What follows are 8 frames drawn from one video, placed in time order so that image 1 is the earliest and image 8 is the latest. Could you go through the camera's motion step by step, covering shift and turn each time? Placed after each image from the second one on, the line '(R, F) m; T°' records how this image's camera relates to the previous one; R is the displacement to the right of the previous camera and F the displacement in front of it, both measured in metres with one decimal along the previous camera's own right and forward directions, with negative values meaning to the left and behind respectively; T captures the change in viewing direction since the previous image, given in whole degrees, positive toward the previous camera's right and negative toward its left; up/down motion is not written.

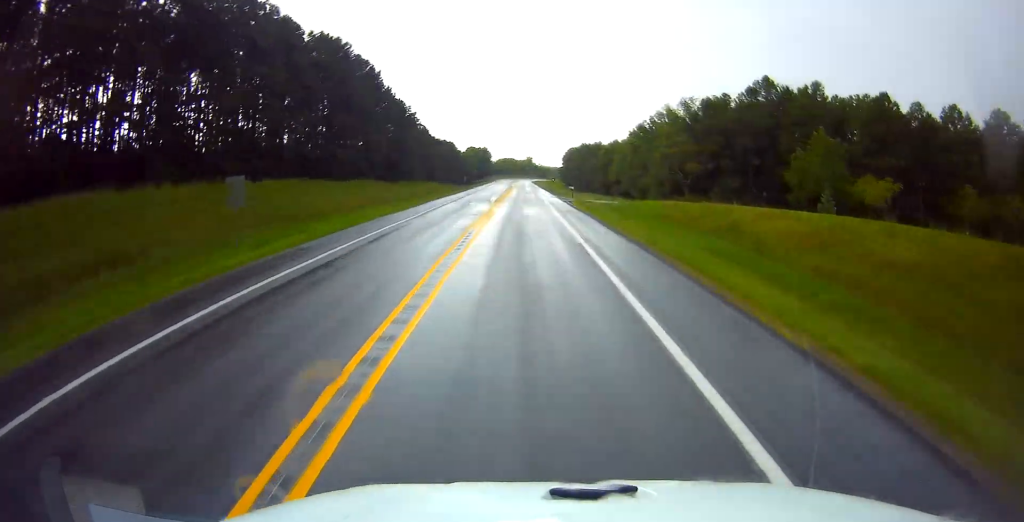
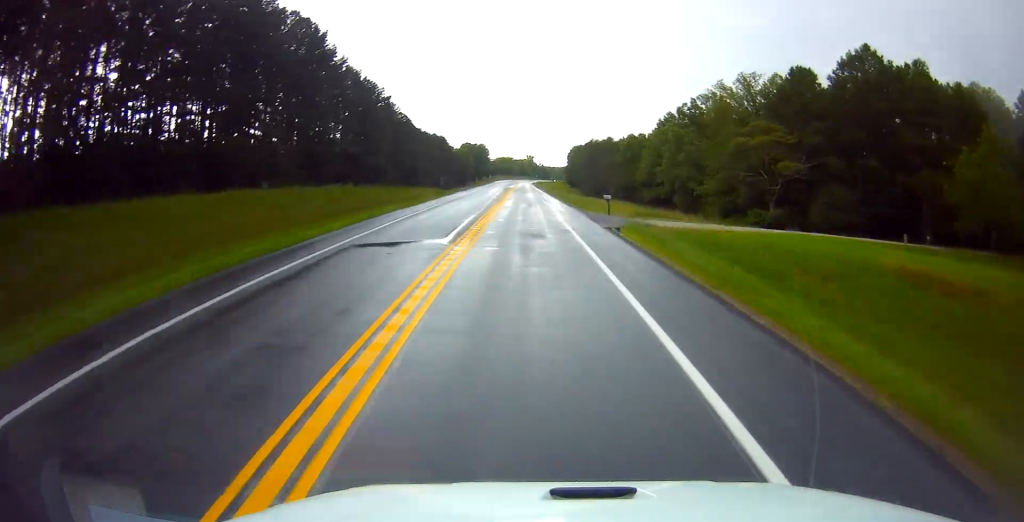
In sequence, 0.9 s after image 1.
(+0.6, +28.4) m; +1°
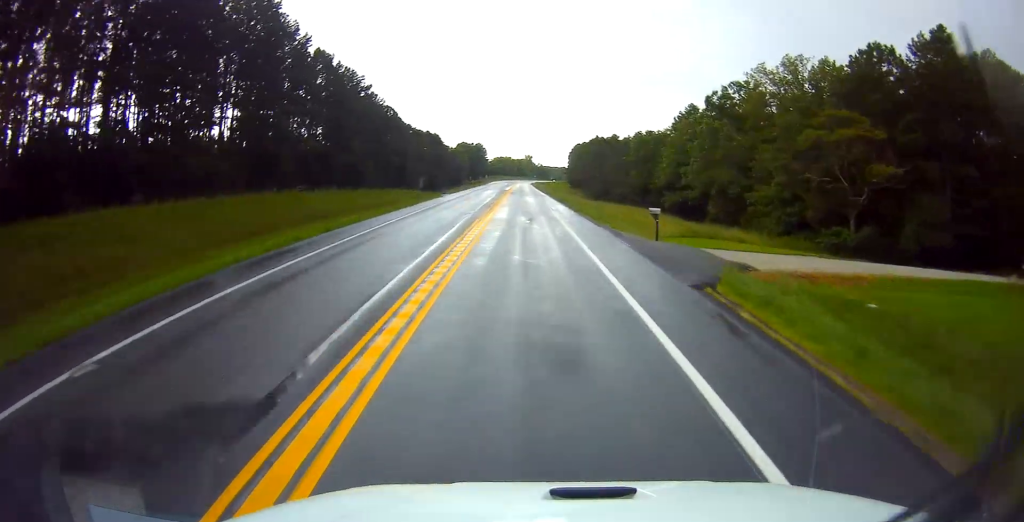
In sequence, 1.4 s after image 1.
(0.0, +14.2) m; 0°
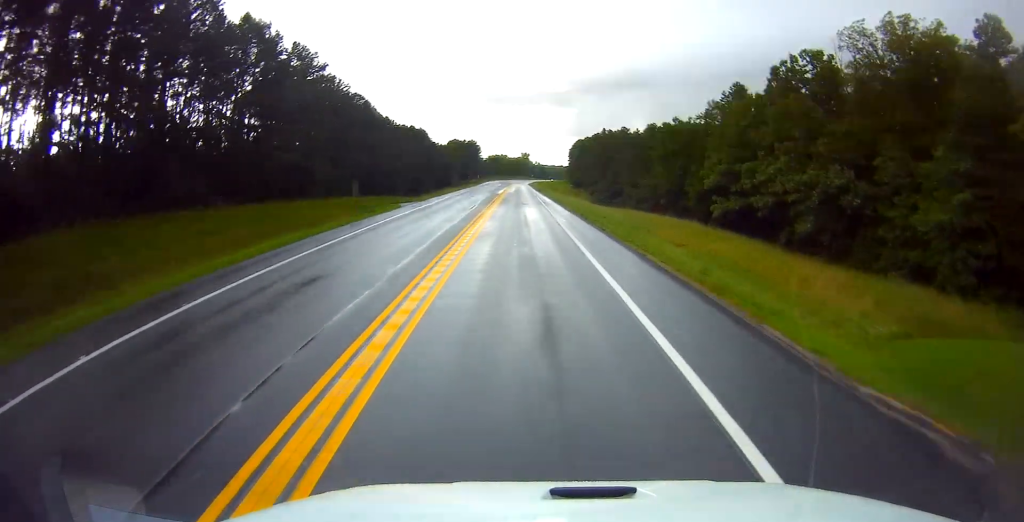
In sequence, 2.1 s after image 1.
(0.0, +21.3) m; 0°
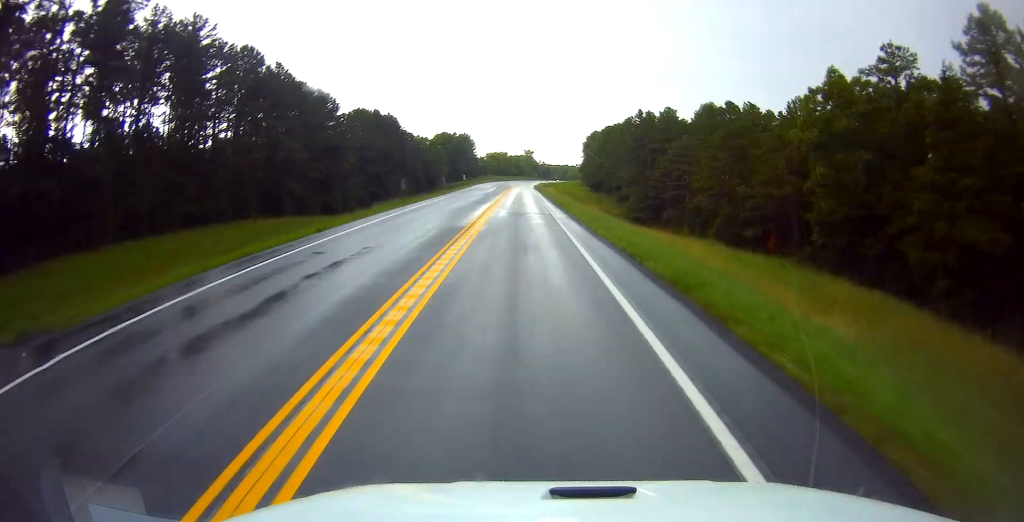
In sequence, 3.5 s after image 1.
(0.0, +43.8) m; 0°
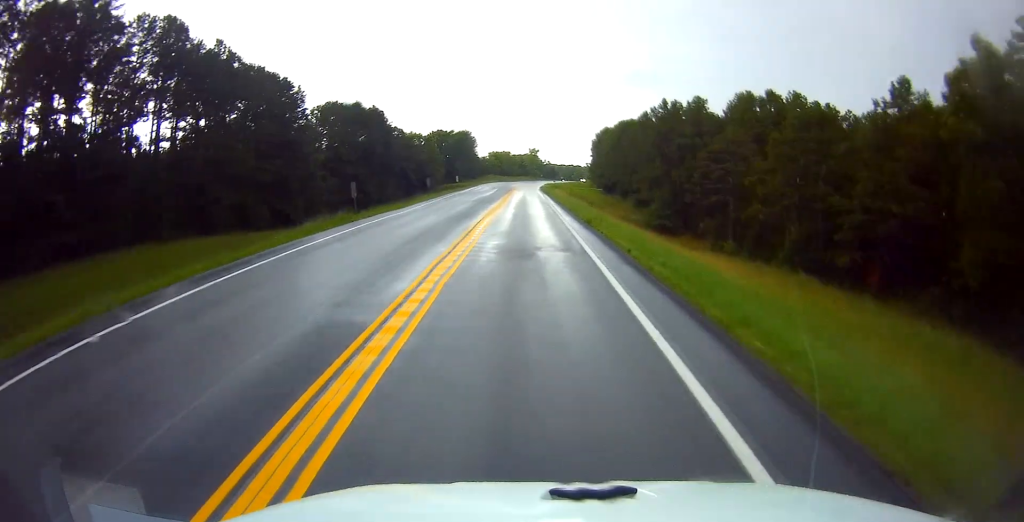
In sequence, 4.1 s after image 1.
(0.0, +16.3) m; 0°
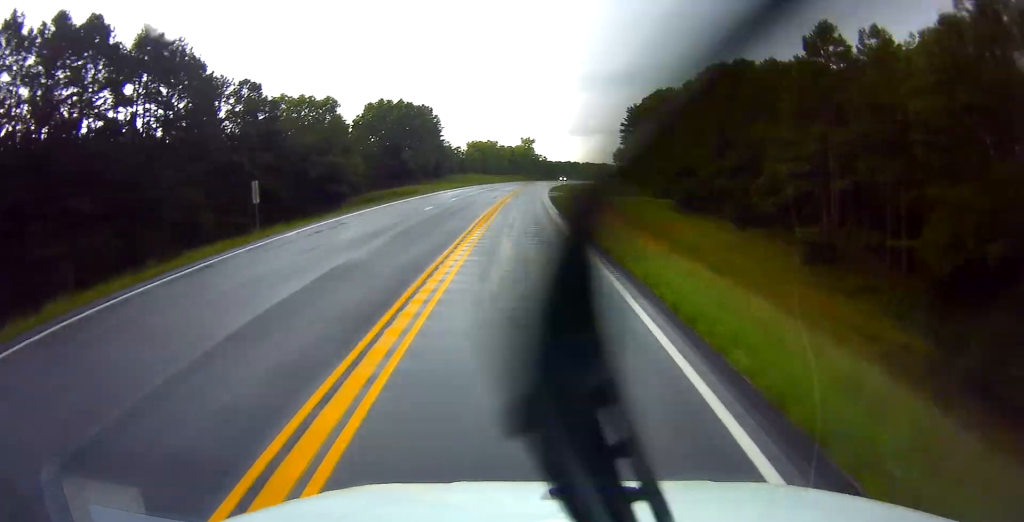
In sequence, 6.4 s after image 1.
(-0.1, +72.4) m; +1°
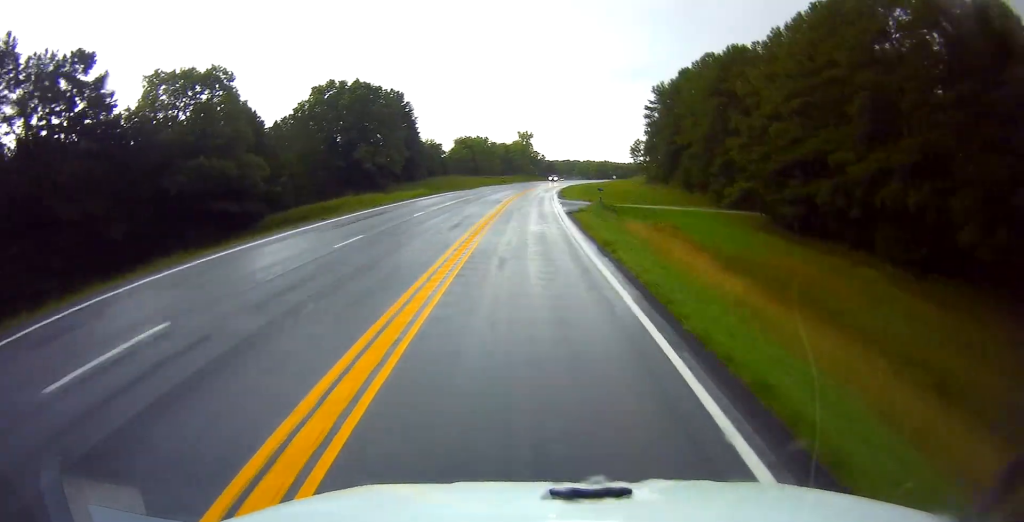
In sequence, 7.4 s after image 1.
(+0.4, +28.5) m; +1°
